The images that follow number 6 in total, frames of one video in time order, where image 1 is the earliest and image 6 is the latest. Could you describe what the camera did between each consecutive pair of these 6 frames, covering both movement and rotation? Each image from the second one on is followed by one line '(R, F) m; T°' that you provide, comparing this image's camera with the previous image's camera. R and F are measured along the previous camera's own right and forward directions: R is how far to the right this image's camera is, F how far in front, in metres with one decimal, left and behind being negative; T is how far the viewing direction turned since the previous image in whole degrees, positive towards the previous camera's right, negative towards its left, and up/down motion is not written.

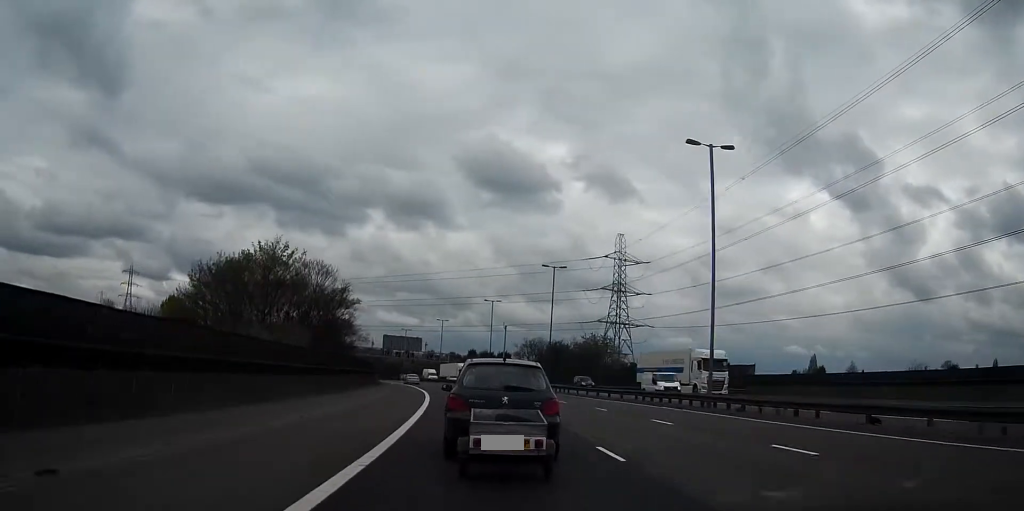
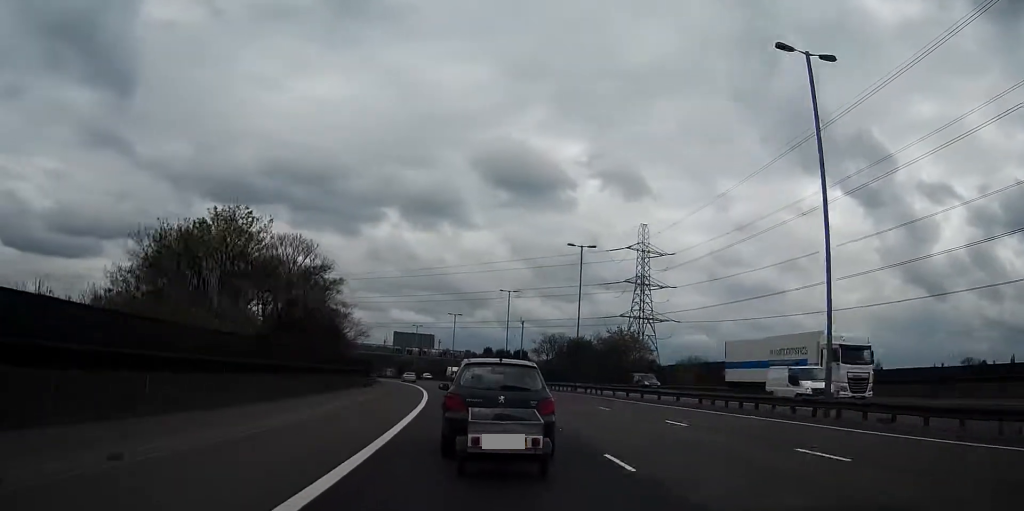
(-0.5, +10.9) m; -1°
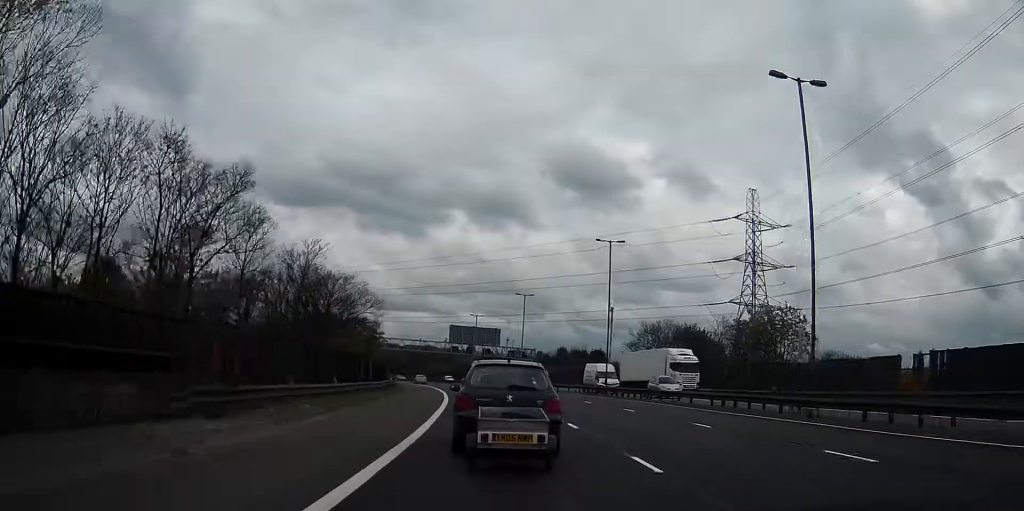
(-0.9, +36.3) m; -4°
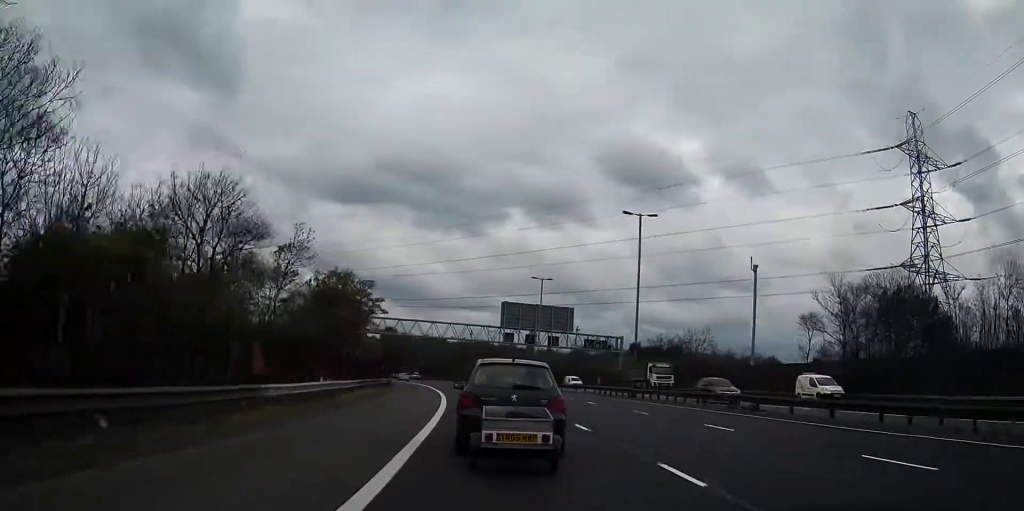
(-3.0, +48.3) m; -6°
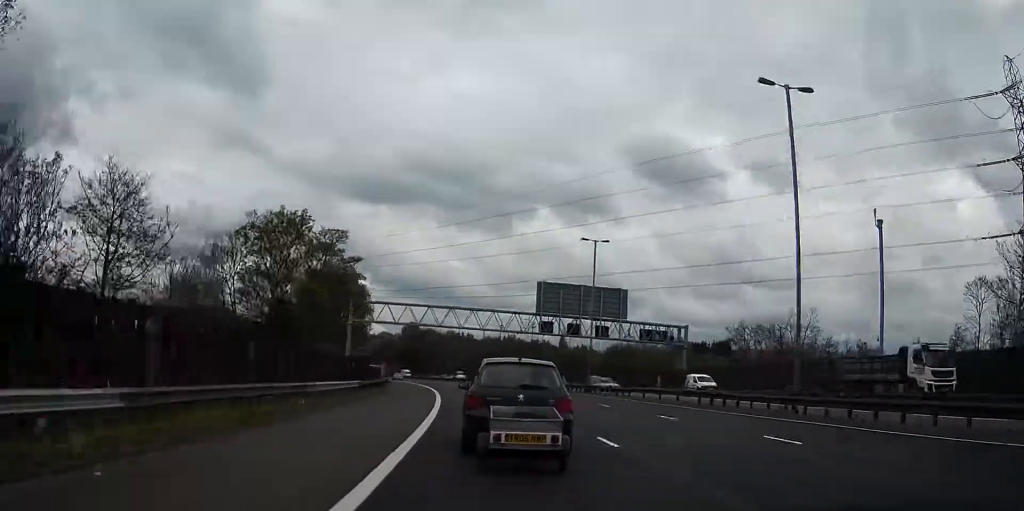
(-0.7, +23.3) m; -2°
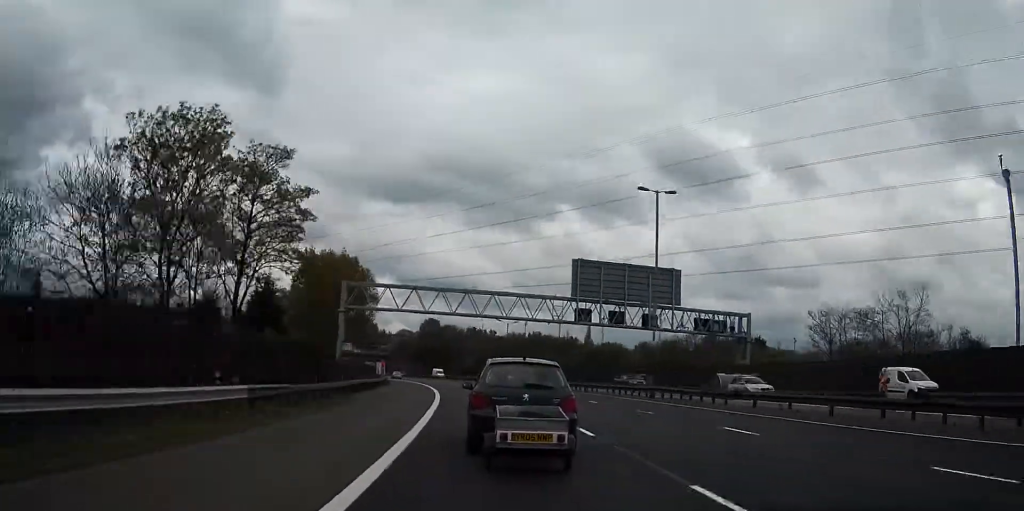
(-0.2, +16.3) m; -1°
